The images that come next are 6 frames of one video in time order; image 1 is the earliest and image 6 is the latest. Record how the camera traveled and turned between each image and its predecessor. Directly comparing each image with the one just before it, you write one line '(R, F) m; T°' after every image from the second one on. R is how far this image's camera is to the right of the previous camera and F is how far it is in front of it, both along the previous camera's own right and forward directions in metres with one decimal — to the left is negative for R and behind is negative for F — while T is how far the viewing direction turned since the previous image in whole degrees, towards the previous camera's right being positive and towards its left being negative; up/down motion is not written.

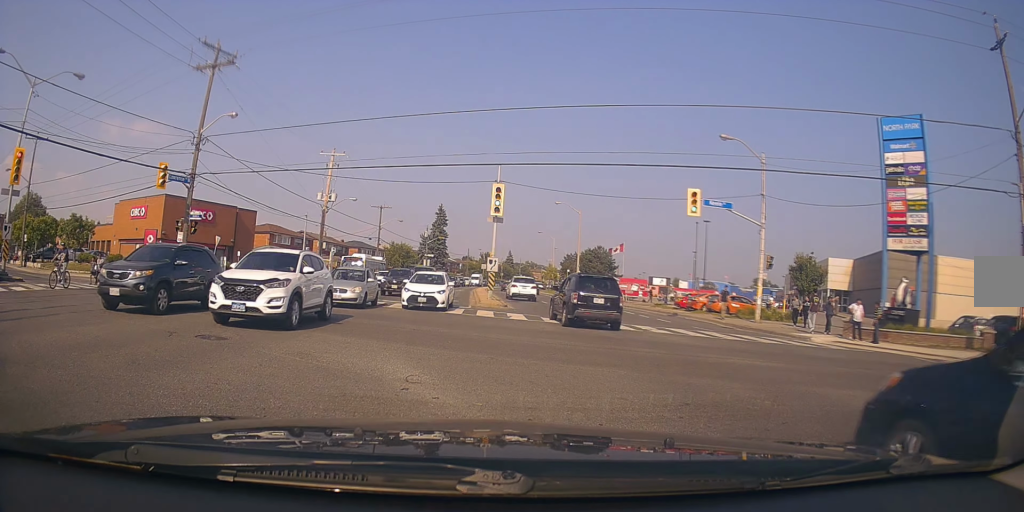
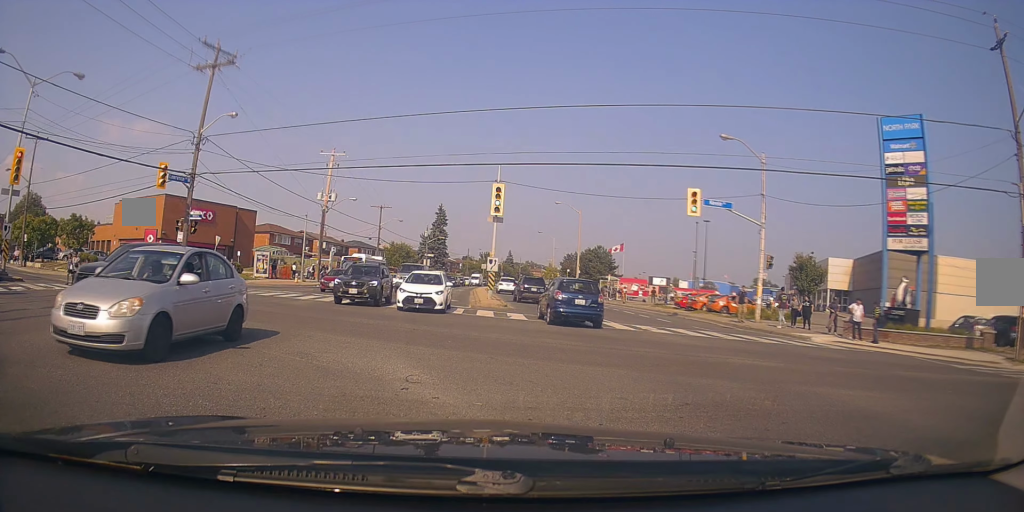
(+0.1, +0.3) m; 0°
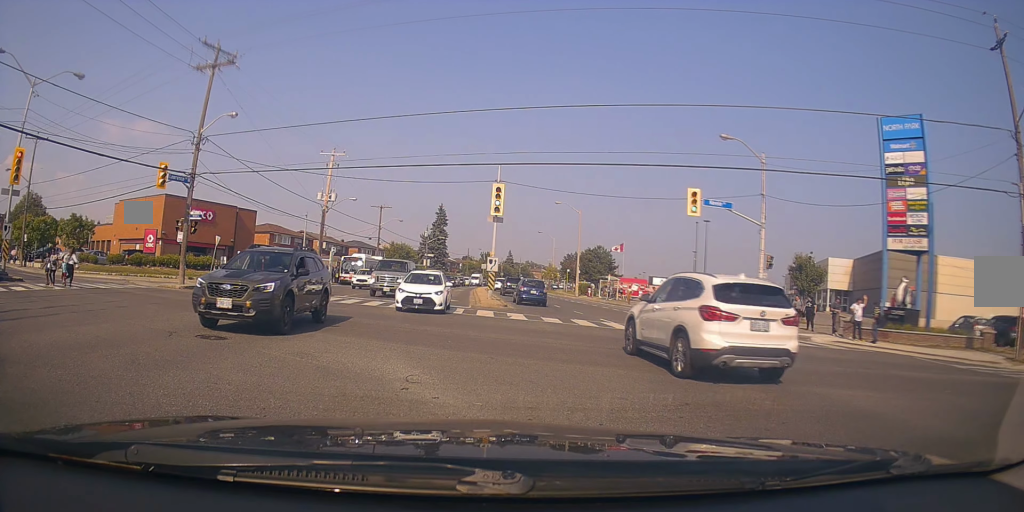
(+0.1, +0.2) m; 0°
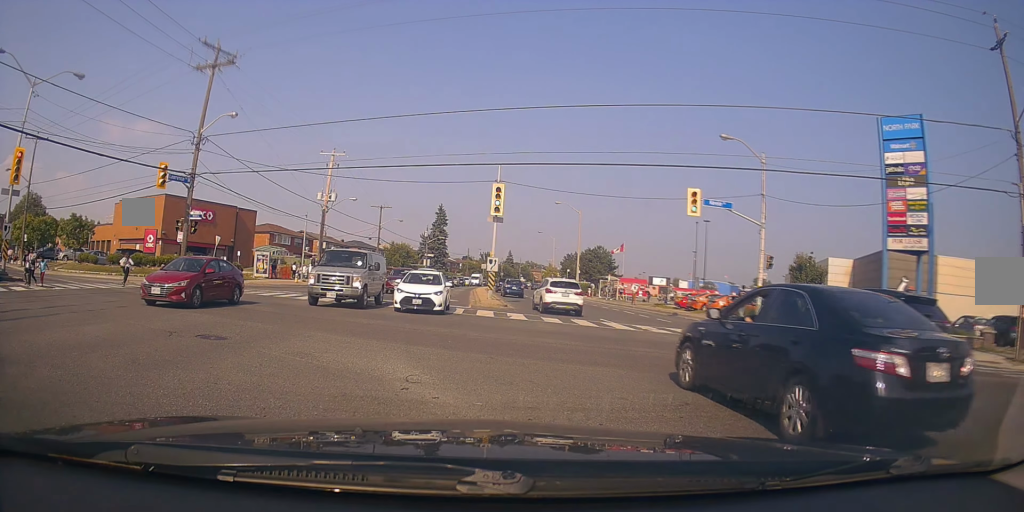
(+0.1, +0.2) m; 0°
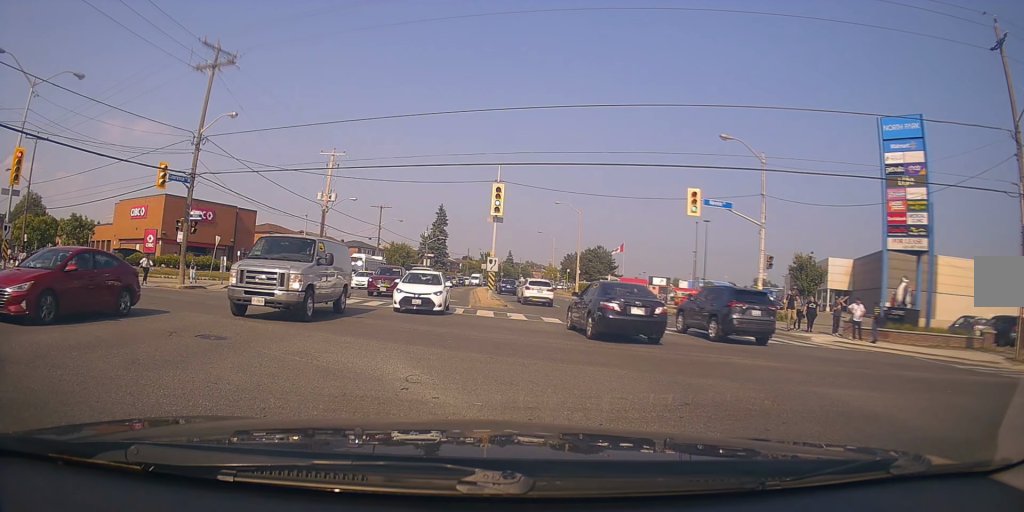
(+0.1, +0.1) m; 0°
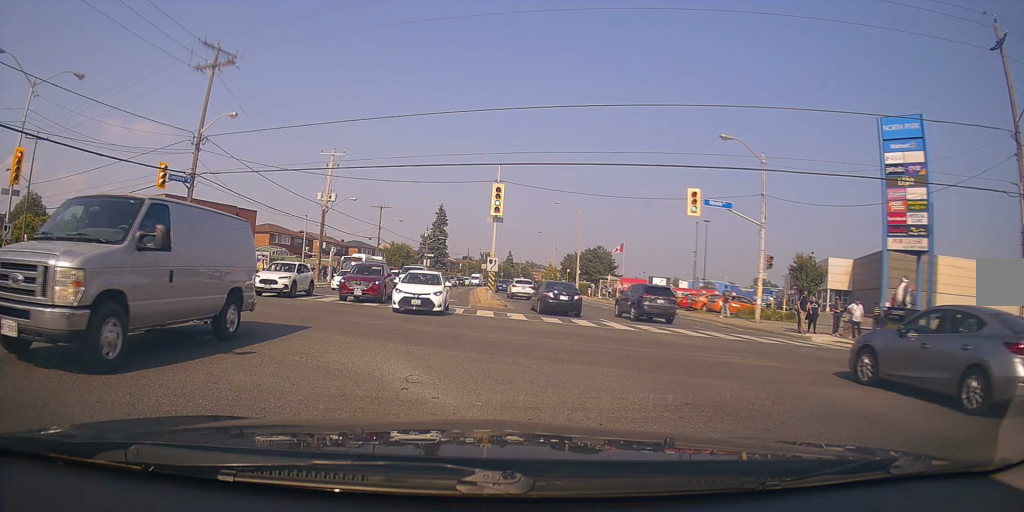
(+0.1, +0.1) m; 0°
